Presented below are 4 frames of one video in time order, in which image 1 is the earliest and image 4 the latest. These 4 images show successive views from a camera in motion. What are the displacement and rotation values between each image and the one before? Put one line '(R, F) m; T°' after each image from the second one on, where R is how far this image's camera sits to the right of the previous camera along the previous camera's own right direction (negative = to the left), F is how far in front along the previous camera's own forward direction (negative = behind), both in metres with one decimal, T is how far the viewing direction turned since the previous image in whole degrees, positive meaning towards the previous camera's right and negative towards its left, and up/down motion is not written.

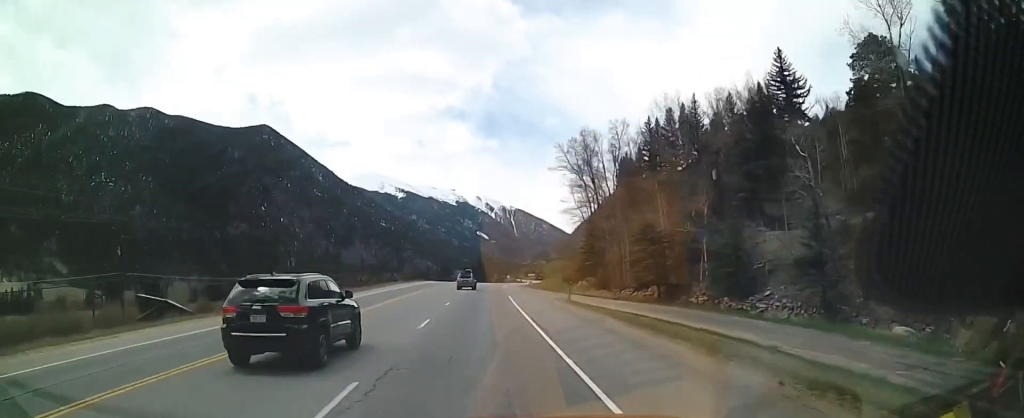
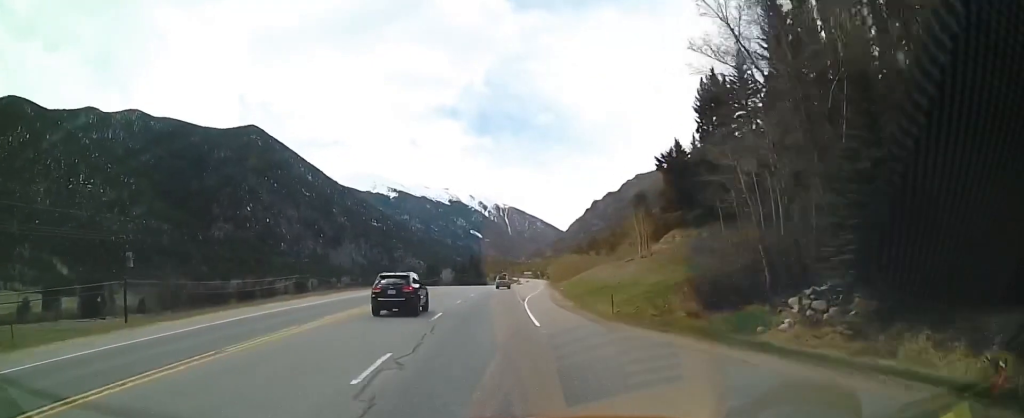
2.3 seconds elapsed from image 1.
(-0.9, +45.6) m; 0°
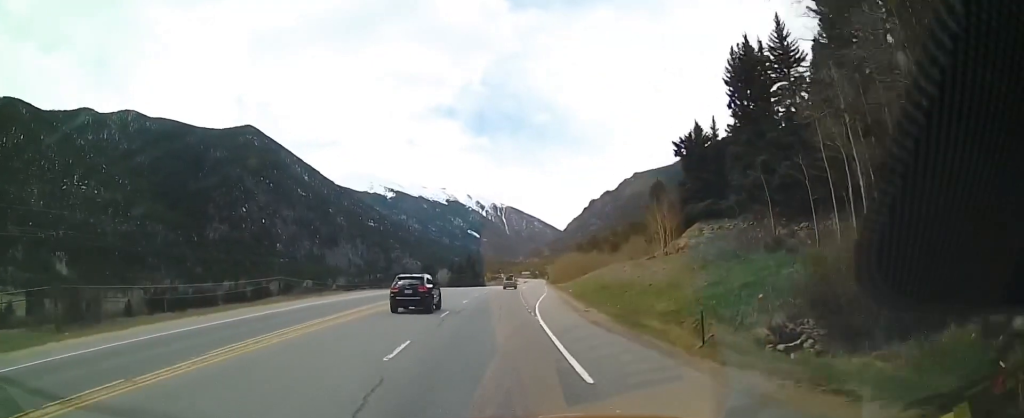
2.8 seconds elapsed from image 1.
(+0.3, +10.0) m; 0°
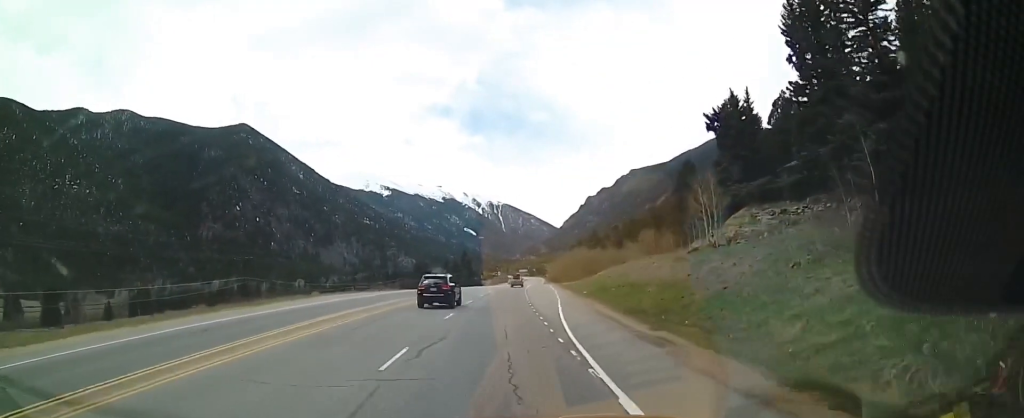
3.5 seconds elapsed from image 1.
(-0.1, +13.4) m; +1°
